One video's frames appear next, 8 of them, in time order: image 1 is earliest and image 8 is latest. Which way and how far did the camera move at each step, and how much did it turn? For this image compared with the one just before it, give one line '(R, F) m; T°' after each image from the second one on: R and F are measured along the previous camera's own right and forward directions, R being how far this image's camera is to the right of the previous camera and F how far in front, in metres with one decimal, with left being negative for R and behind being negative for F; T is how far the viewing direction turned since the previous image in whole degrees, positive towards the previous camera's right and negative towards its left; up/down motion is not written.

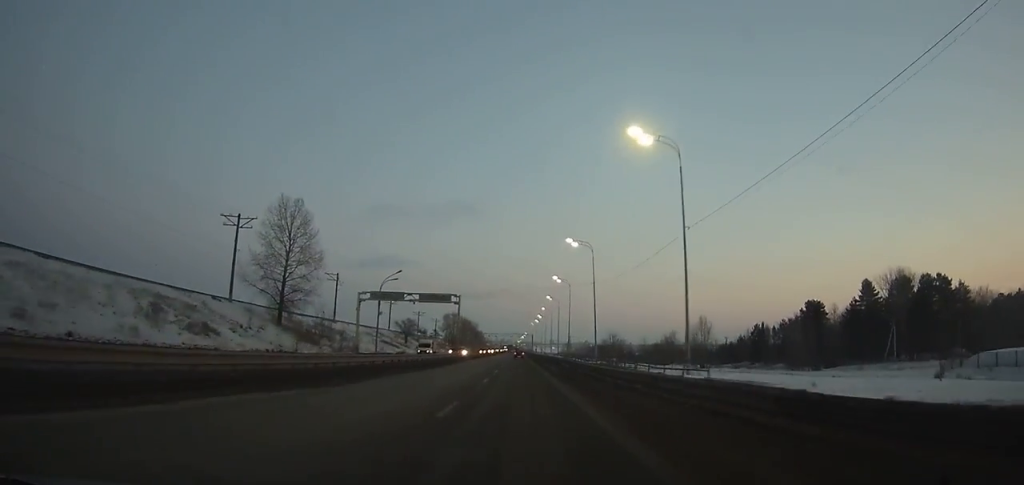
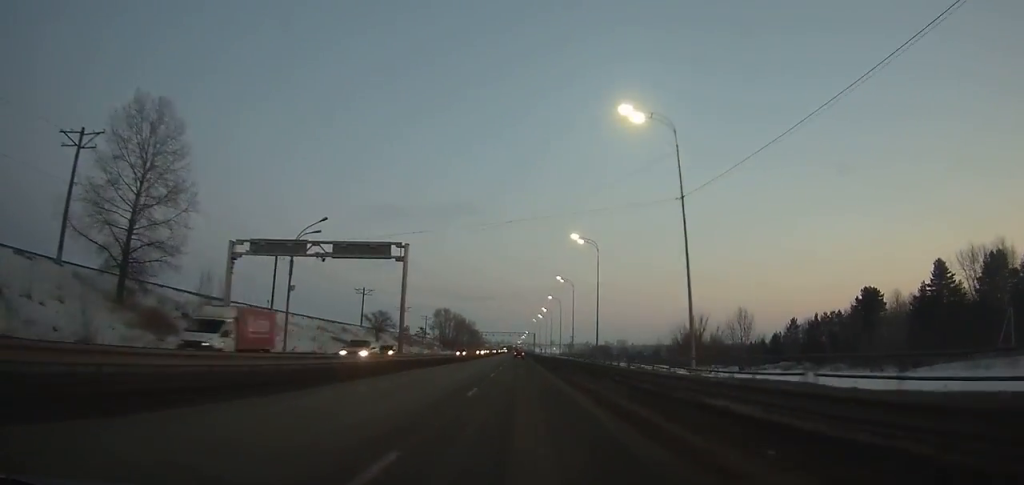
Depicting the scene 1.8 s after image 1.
(-0.1, +31.8) m; 0°
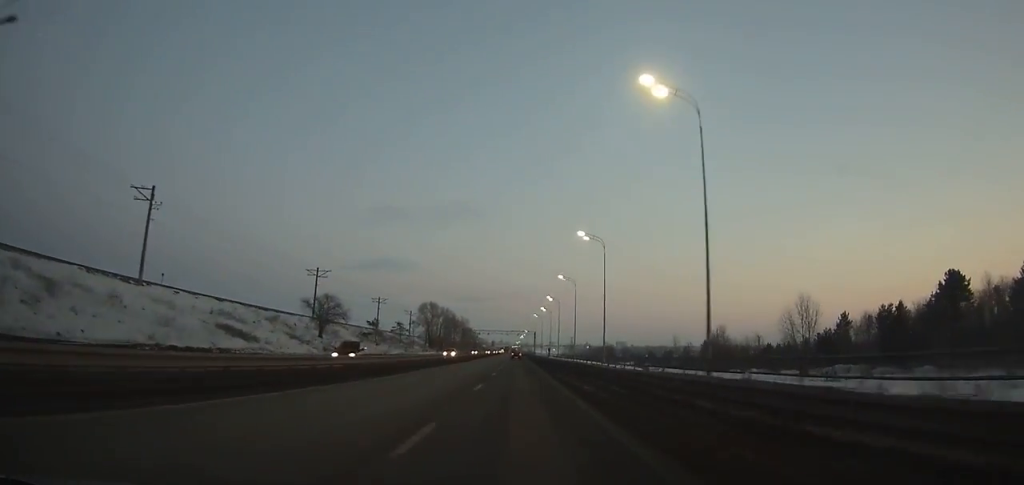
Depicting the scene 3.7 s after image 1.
(0.0, +34.7) m; 0°
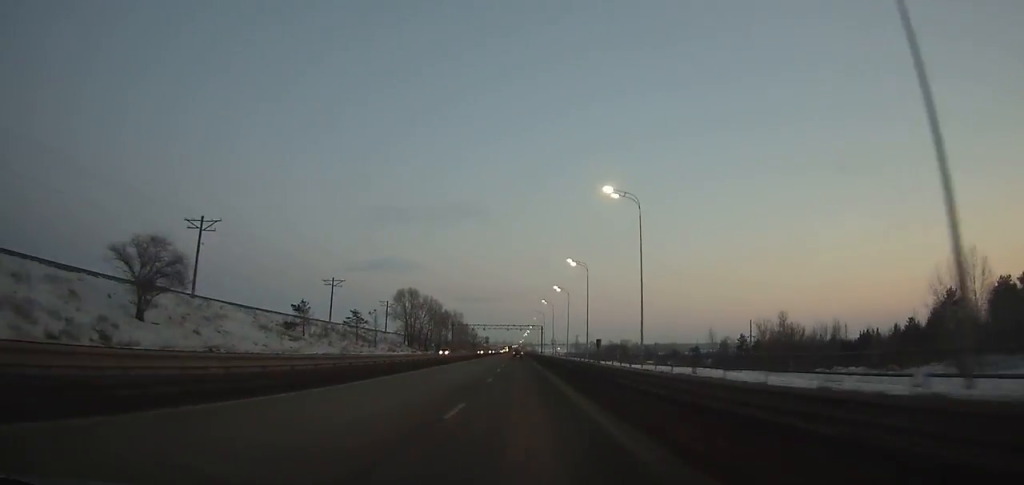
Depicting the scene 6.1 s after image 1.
(-0.1, +44.8) m; 0°
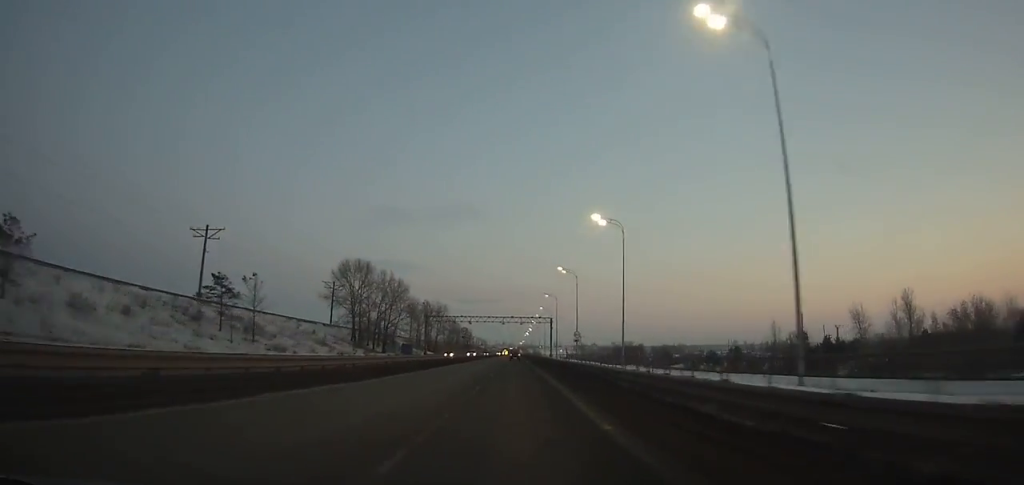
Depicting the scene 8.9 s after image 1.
(-0.1, +52.9) m; 0°
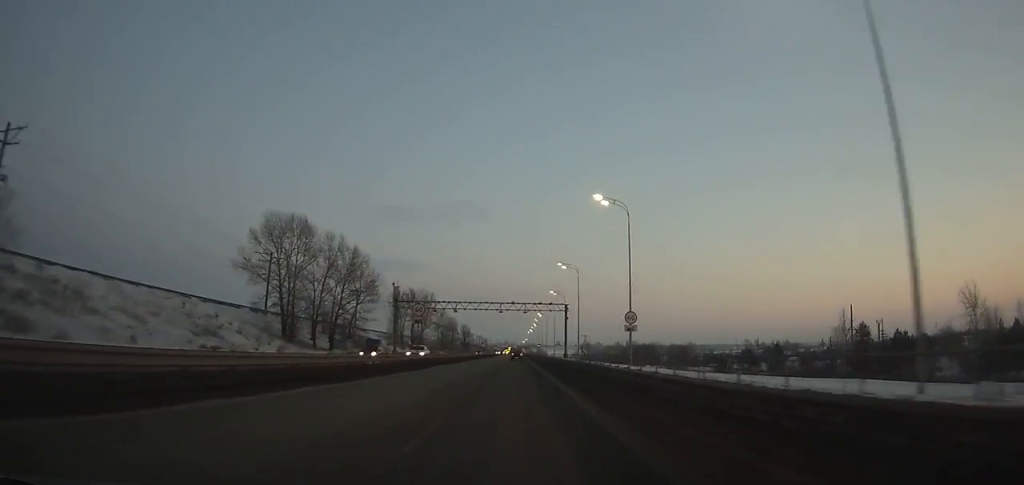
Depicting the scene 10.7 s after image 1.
(0.0, +34.2) m; 0°
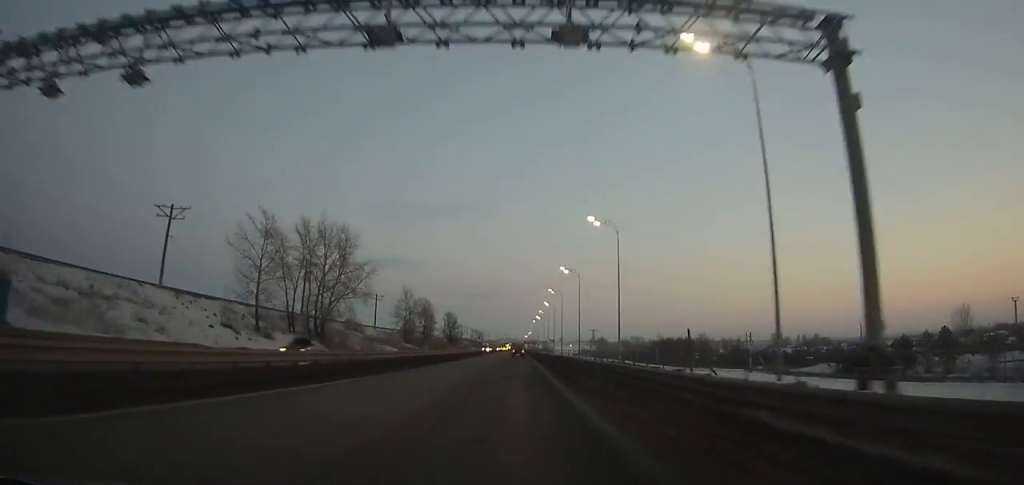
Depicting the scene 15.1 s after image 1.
(0.0, +83.6) m; 0°
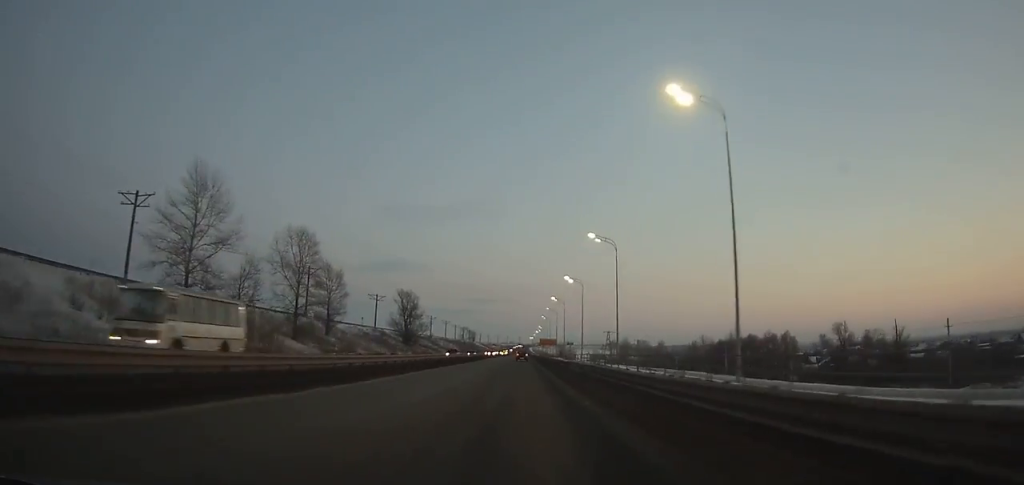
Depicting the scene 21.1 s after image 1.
(-0.4, +115.0) m; 0°
